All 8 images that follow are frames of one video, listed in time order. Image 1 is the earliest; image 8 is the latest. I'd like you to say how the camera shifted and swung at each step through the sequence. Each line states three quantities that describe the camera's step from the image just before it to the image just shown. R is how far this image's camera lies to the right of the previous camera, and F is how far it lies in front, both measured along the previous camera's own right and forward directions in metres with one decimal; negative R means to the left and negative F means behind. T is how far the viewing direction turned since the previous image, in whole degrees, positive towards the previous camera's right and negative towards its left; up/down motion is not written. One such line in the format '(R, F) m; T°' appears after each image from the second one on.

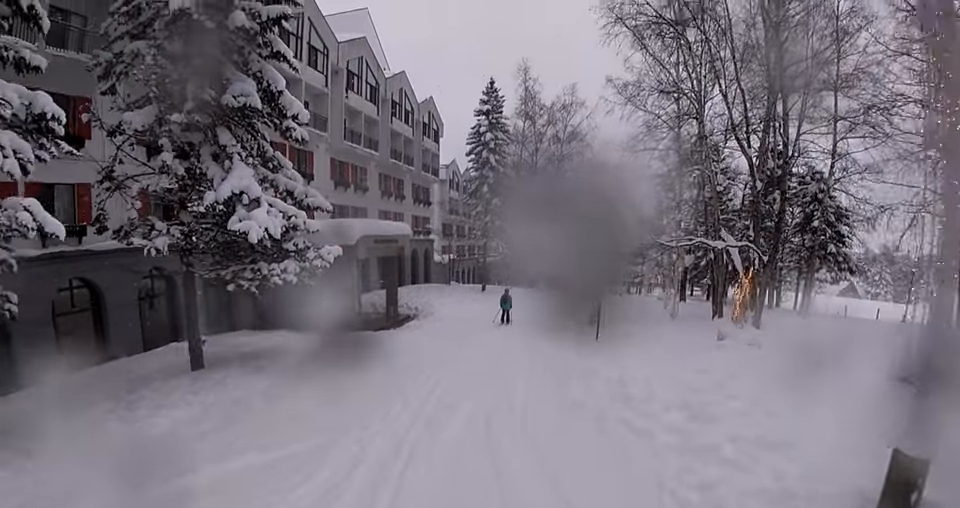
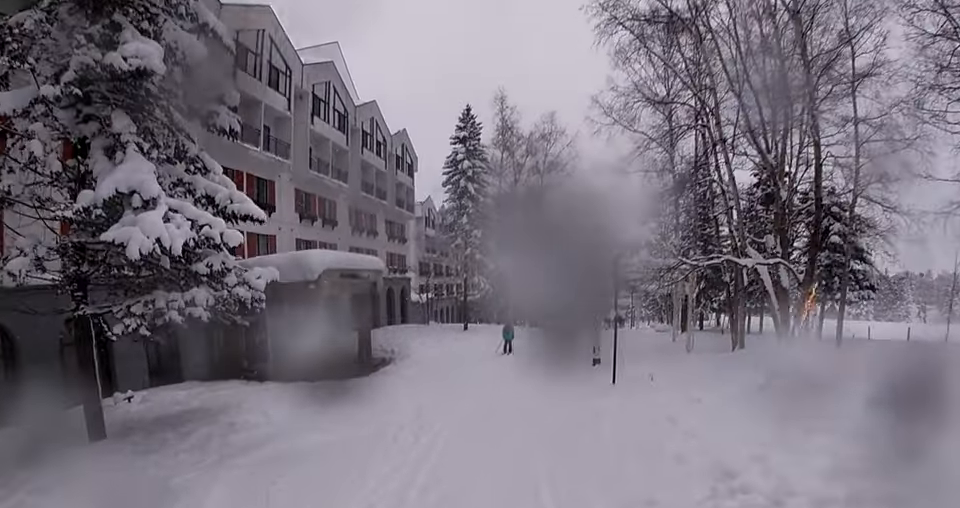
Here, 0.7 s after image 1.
(-1.0, +3.1) m; -1°
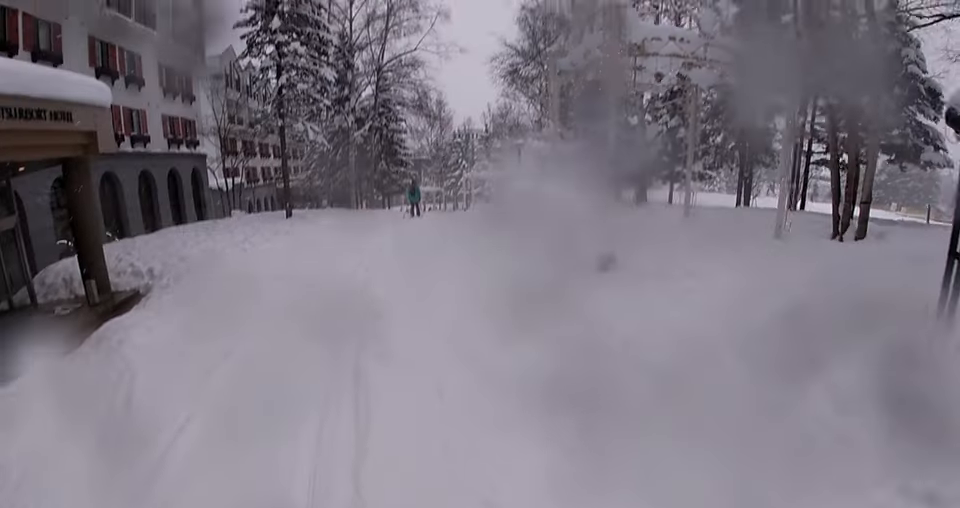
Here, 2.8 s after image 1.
(+5.1, +9.4) m; +28°
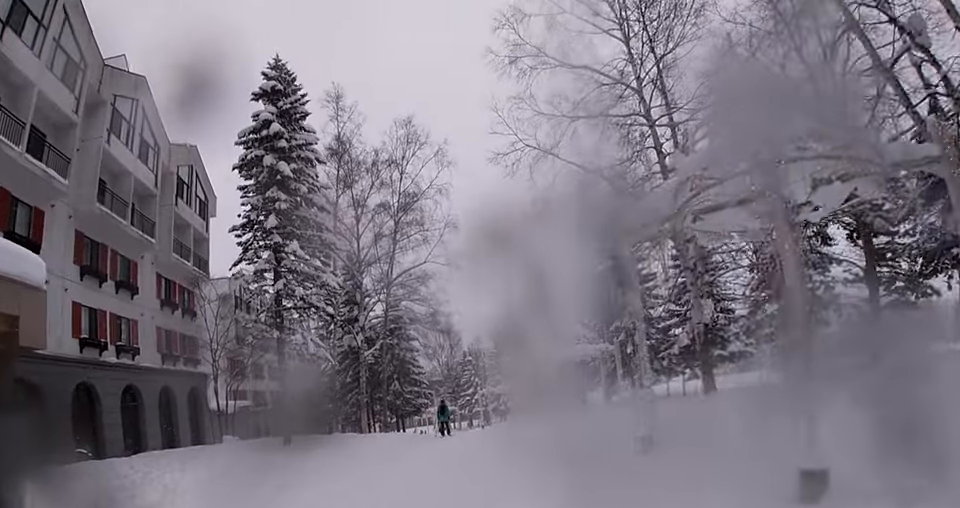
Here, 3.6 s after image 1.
(-1.0, +3.5) m; -9°
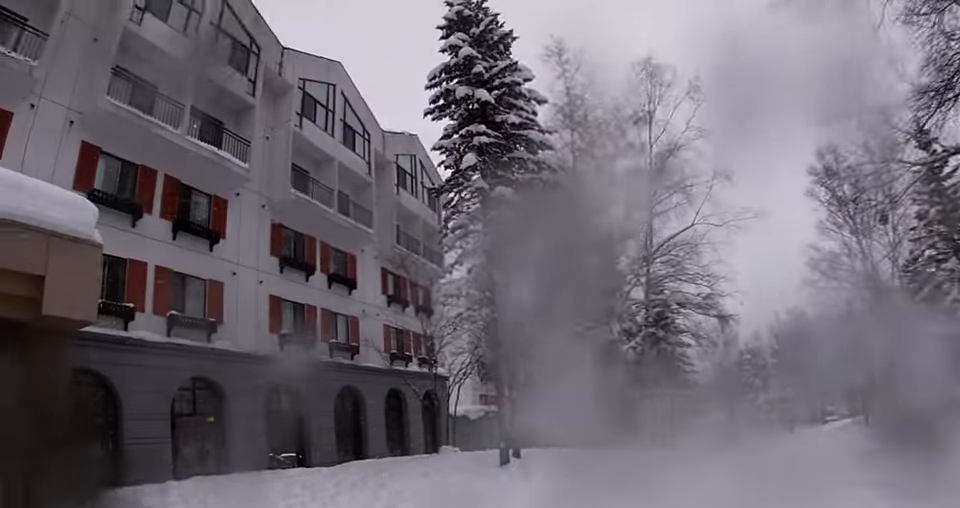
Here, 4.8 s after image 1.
(+0.3, +4.9) m; +7°
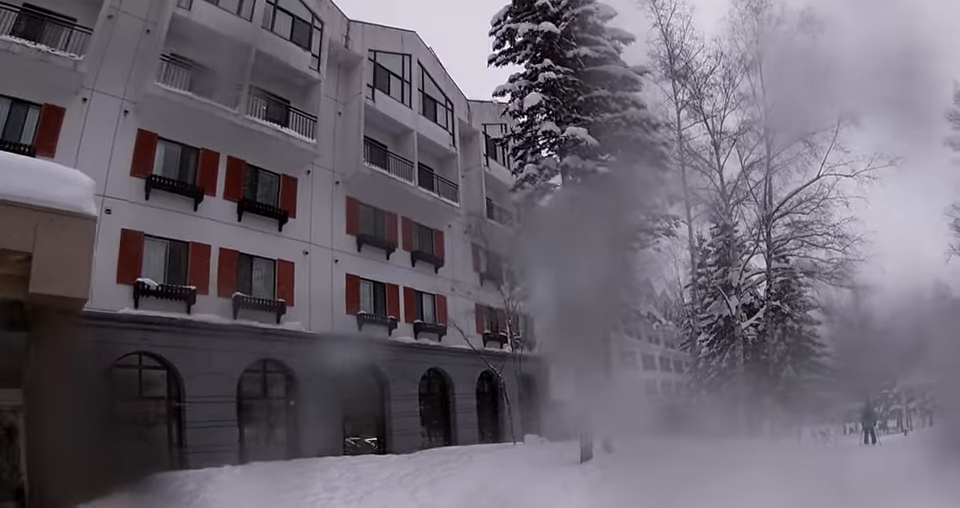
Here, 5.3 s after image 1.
(+0.1, +1.8) m; -7°
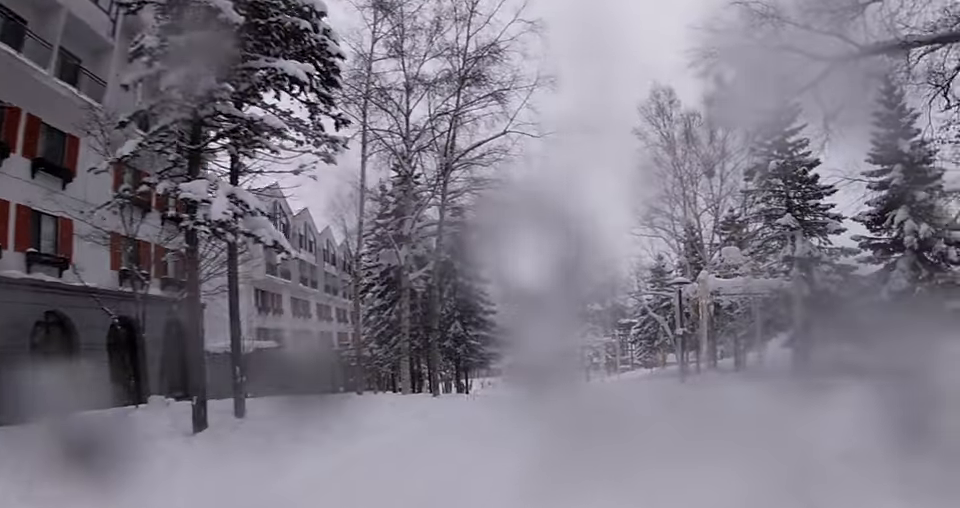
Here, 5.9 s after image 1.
(+0.1, +2.0) m; -5°
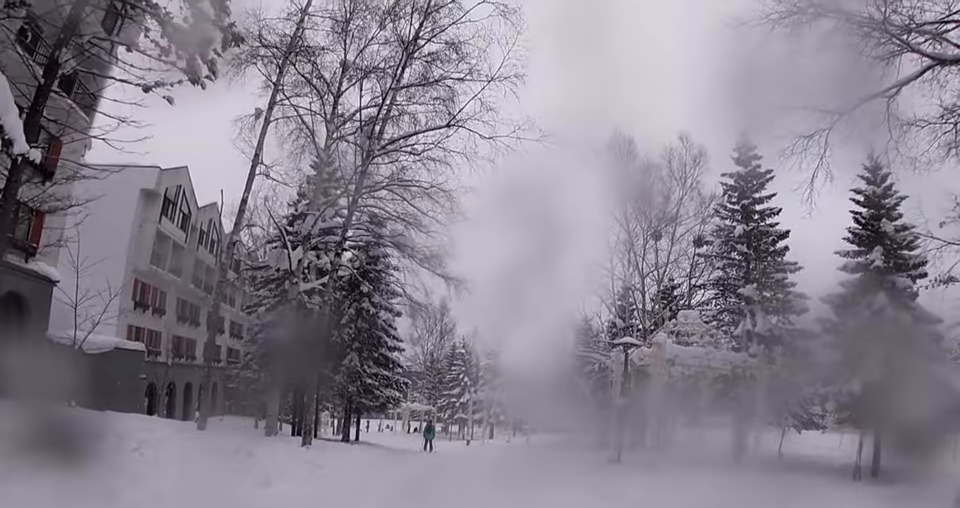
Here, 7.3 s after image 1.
(+0.1, +3.1) m; +27°
